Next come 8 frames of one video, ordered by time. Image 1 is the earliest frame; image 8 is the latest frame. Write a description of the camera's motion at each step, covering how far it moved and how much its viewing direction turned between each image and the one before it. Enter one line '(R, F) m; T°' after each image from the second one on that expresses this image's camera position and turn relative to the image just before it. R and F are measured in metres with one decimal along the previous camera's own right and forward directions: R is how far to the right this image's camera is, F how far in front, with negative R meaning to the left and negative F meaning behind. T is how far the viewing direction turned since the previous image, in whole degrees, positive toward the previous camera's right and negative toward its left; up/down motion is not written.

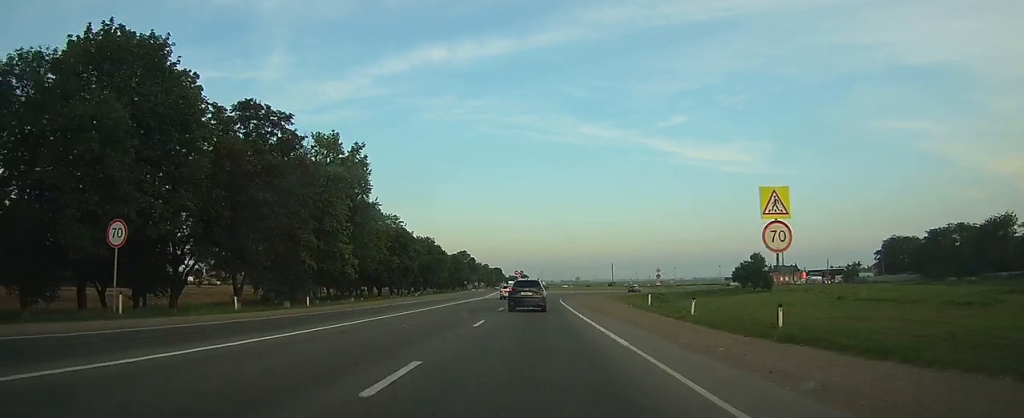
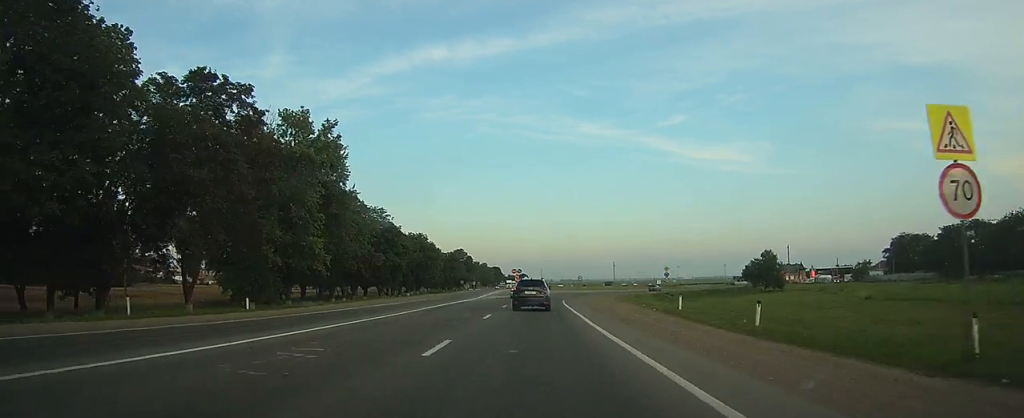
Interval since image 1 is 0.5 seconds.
(0.0, +8.2) m; 0°
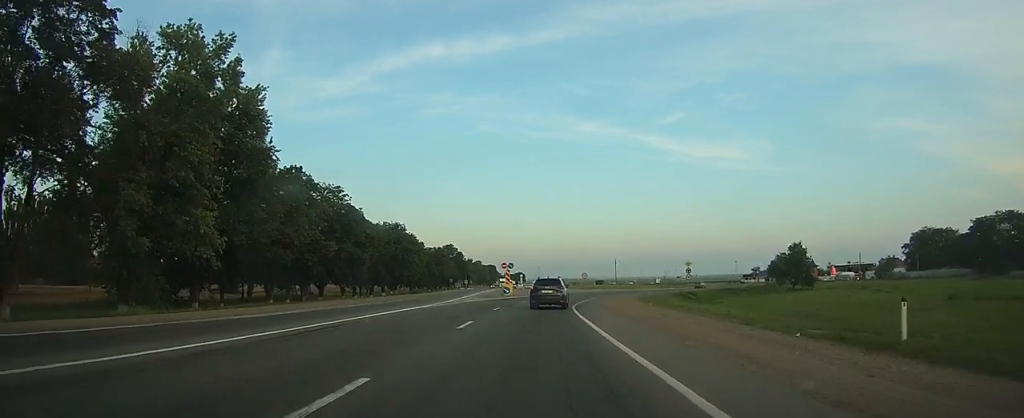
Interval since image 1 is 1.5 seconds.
(0.0, +18.4) m; 0°
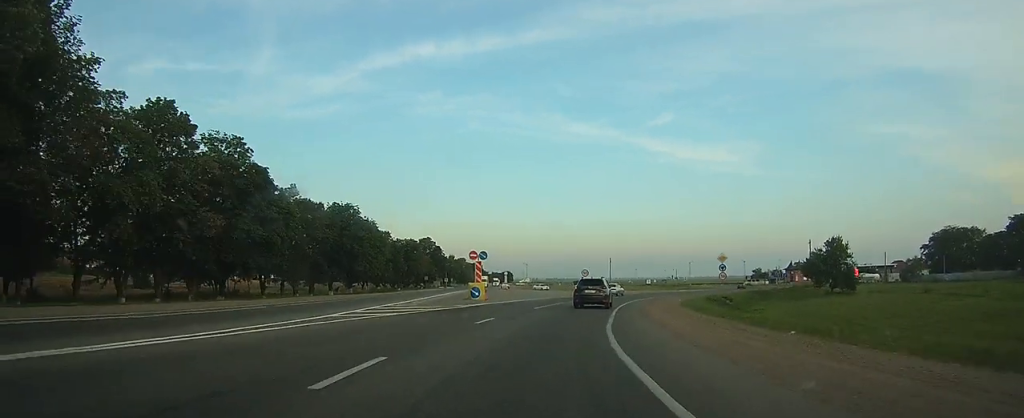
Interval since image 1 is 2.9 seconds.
(+0.1, +22.3) m; +1°
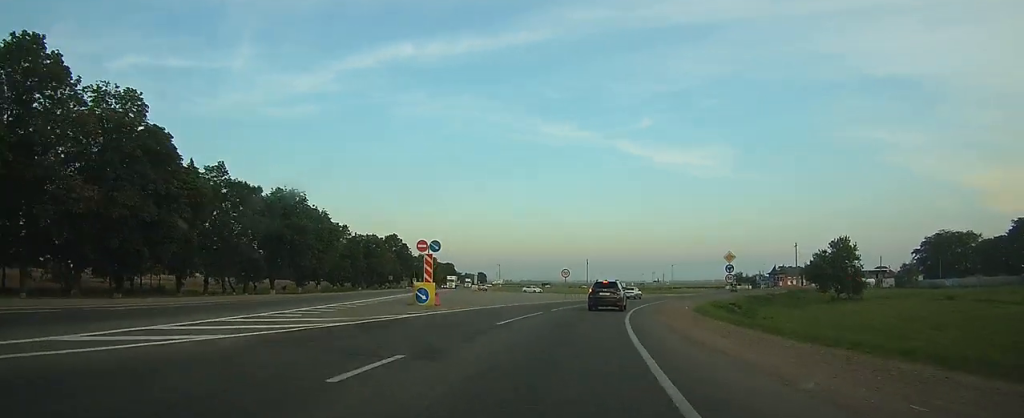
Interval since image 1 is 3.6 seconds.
(0.0, +11.4) m; +1°
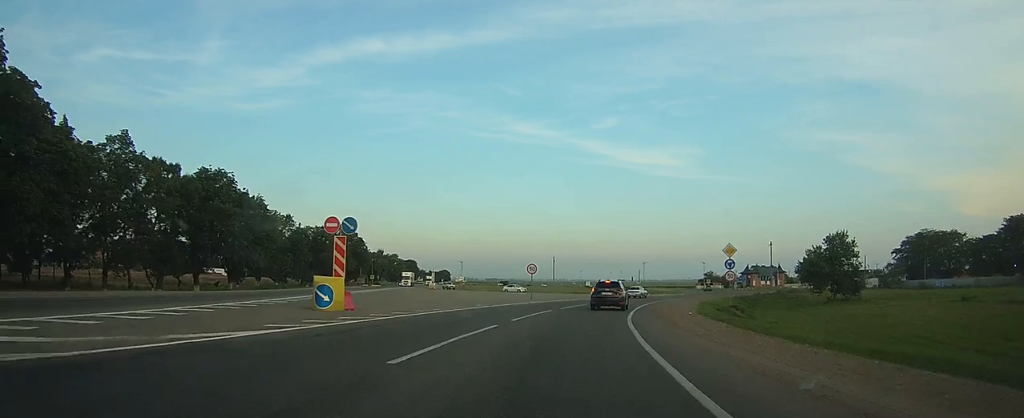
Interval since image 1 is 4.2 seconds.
(+0.1, +10.0) m; +2°
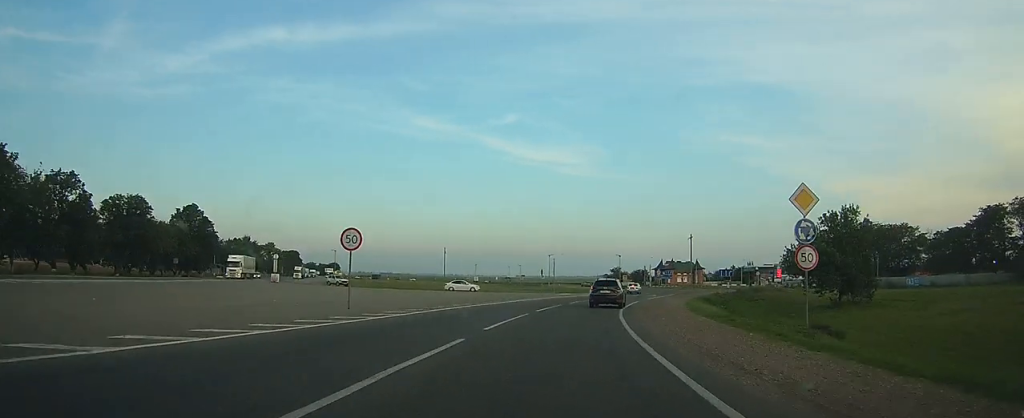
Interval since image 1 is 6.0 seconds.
(+1.9, +28.0) m; +10°
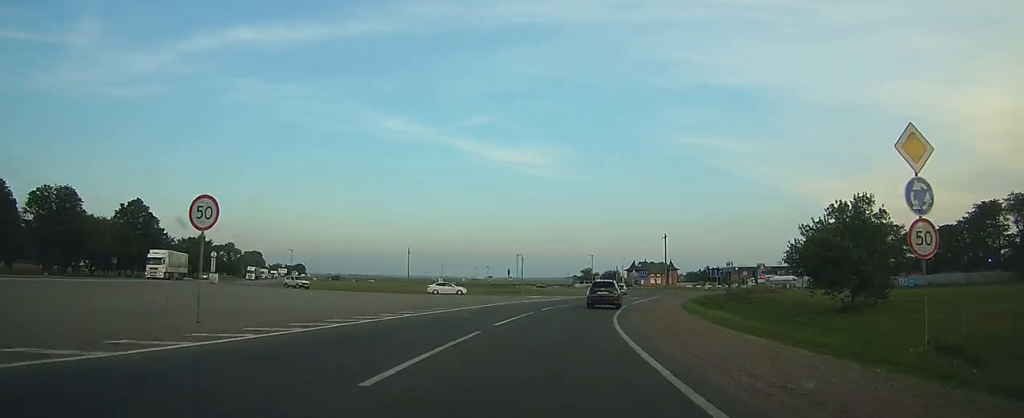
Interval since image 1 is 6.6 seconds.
(+0.2, +8.5) m; +3°
